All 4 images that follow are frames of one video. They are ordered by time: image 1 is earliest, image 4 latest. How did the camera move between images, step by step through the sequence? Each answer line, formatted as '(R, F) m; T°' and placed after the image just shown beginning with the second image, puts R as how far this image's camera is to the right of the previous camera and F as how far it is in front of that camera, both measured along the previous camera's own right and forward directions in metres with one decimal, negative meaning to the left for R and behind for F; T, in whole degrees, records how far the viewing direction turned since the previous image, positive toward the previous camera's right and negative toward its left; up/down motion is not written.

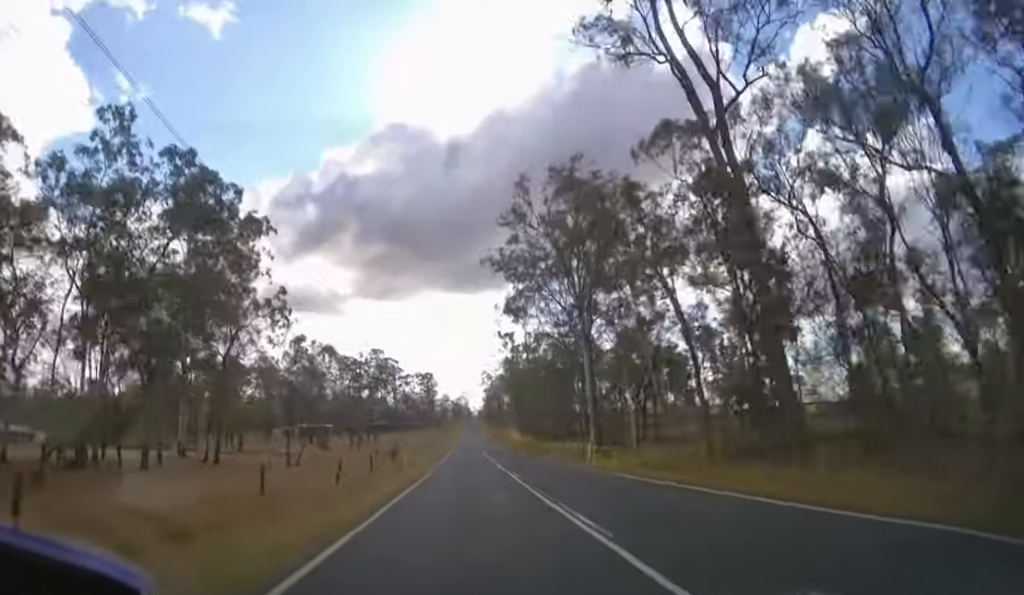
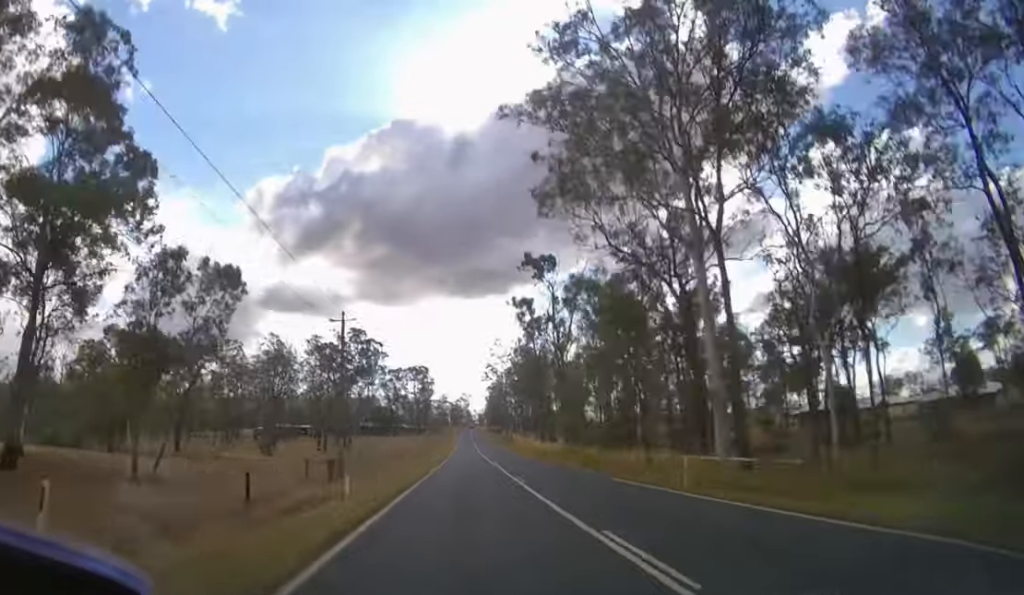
(-0.1, +22.5) m; 0°
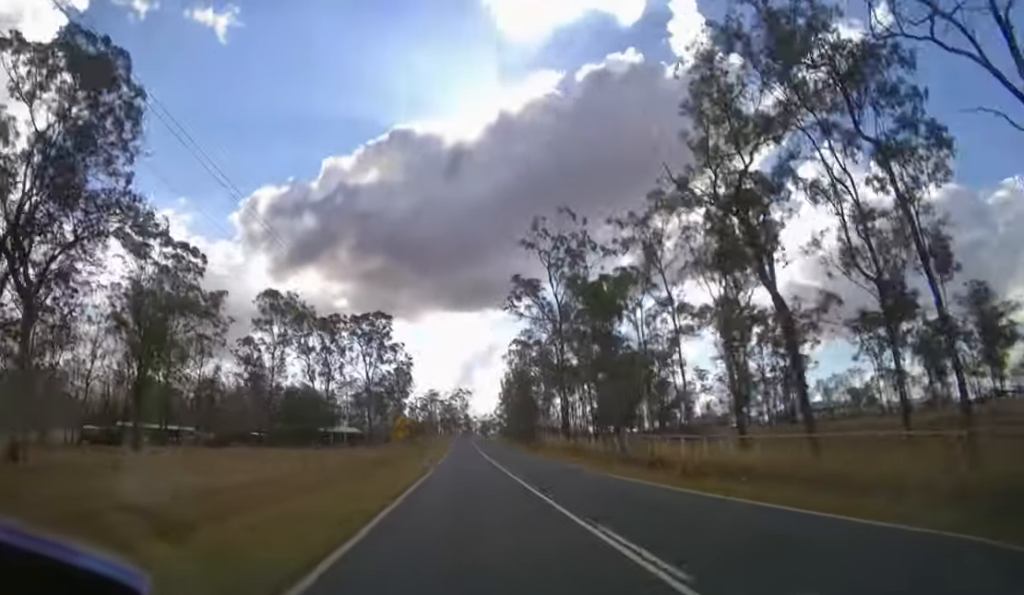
(+0.5, +85.0) m; 0°
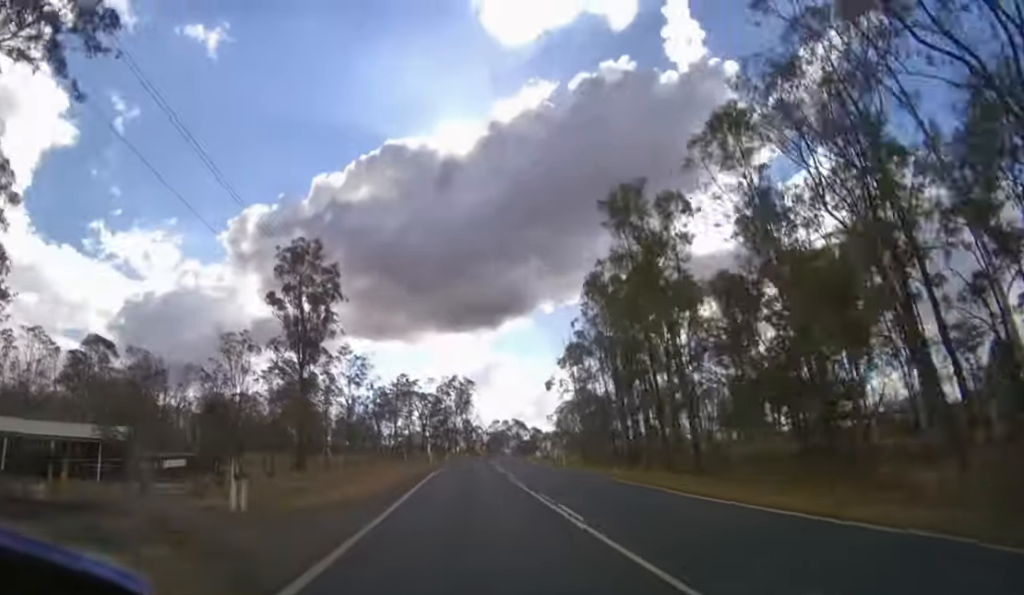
(0.0, +83.2) m; +1°
